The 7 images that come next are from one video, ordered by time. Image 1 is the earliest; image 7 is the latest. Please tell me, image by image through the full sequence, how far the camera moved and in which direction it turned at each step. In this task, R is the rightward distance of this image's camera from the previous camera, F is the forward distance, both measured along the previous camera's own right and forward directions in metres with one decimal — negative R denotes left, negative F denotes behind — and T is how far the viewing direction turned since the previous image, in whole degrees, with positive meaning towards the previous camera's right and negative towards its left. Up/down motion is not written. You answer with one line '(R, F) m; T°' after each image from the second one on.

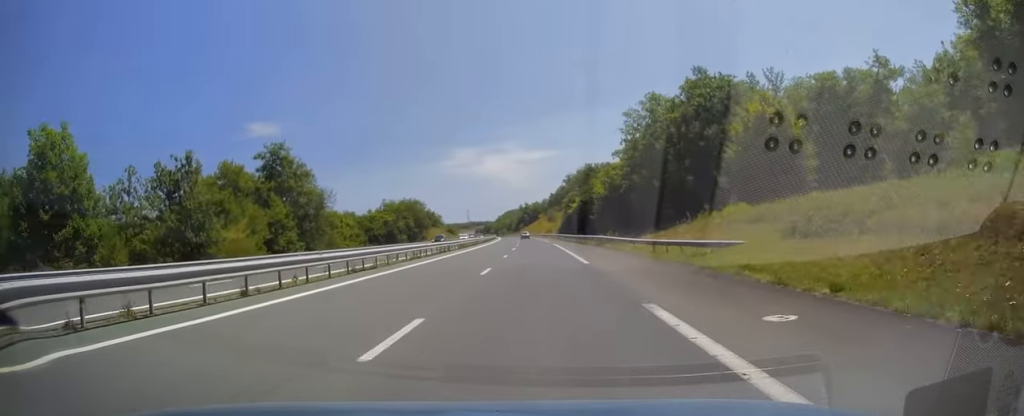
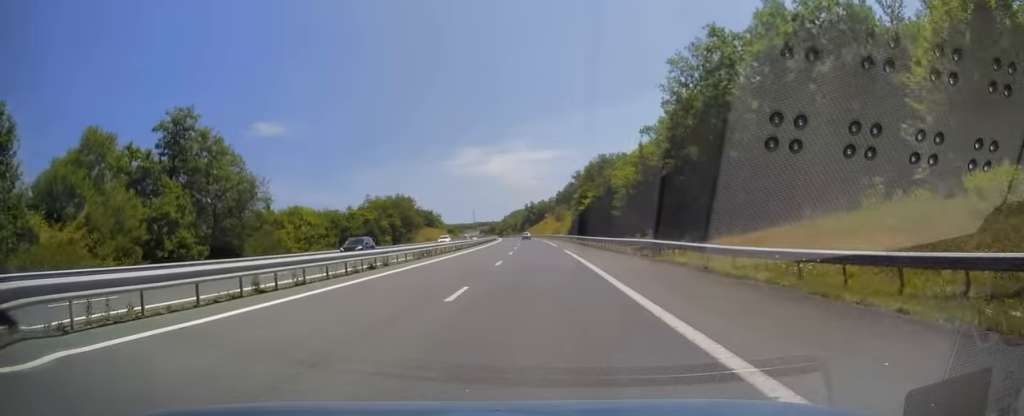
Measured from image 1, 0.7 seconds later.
(0.0, +20.4) m; -1°
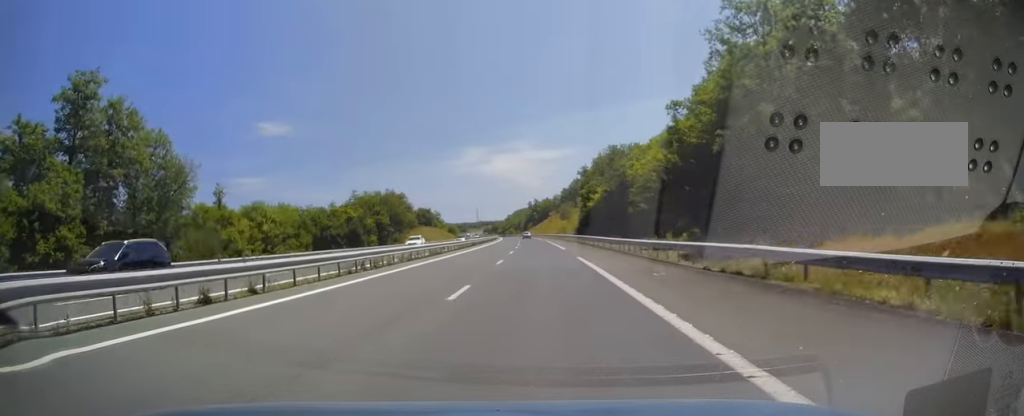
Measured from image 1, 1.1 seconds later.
(-0.1, +12.9) m; 0°
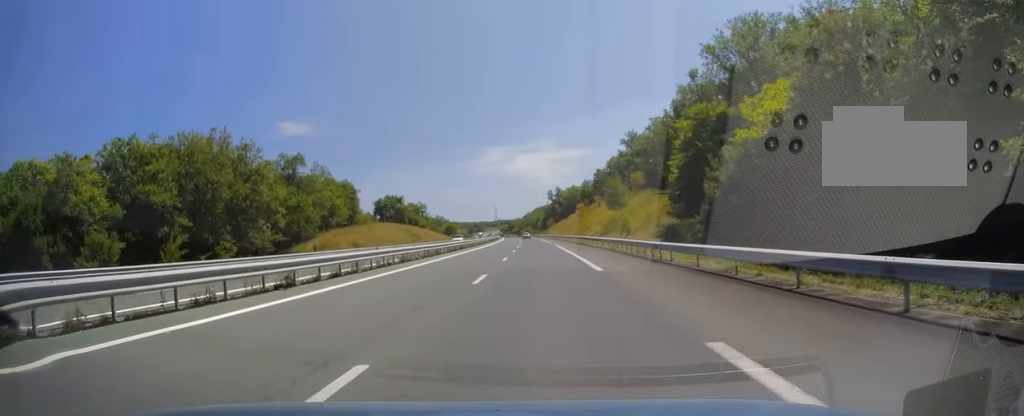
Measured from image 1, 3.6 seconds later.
(-1.5, +74.3) m; -2°
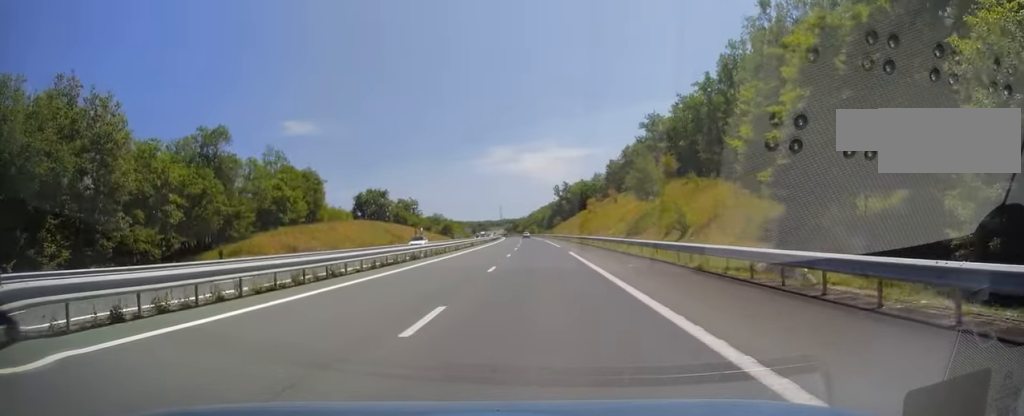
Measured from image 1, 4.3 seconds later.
(+0.1, +21.2) m; -1°
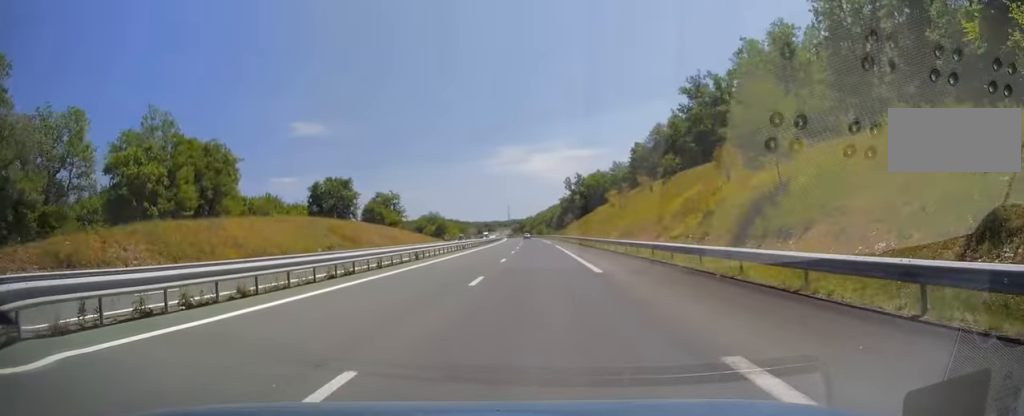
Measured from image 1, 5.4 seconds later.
(-0.4, +31.2) m; 0°
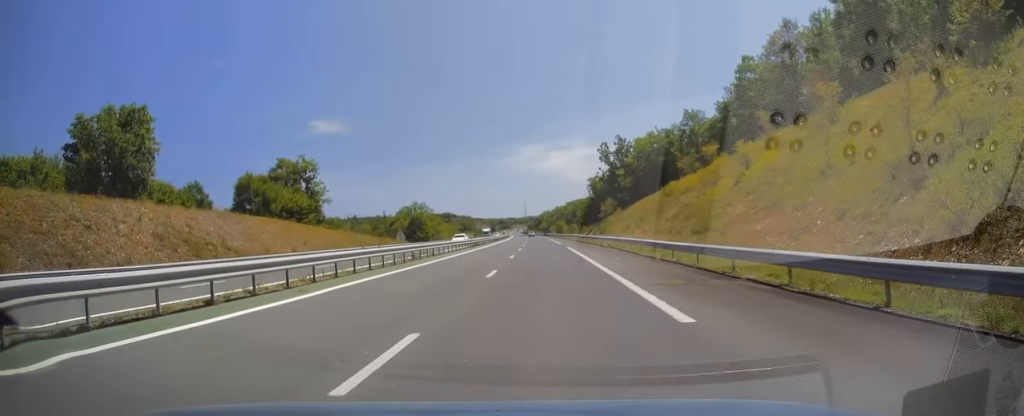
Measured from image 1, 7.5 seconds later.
(-1.0, +62.7) m; -3°
